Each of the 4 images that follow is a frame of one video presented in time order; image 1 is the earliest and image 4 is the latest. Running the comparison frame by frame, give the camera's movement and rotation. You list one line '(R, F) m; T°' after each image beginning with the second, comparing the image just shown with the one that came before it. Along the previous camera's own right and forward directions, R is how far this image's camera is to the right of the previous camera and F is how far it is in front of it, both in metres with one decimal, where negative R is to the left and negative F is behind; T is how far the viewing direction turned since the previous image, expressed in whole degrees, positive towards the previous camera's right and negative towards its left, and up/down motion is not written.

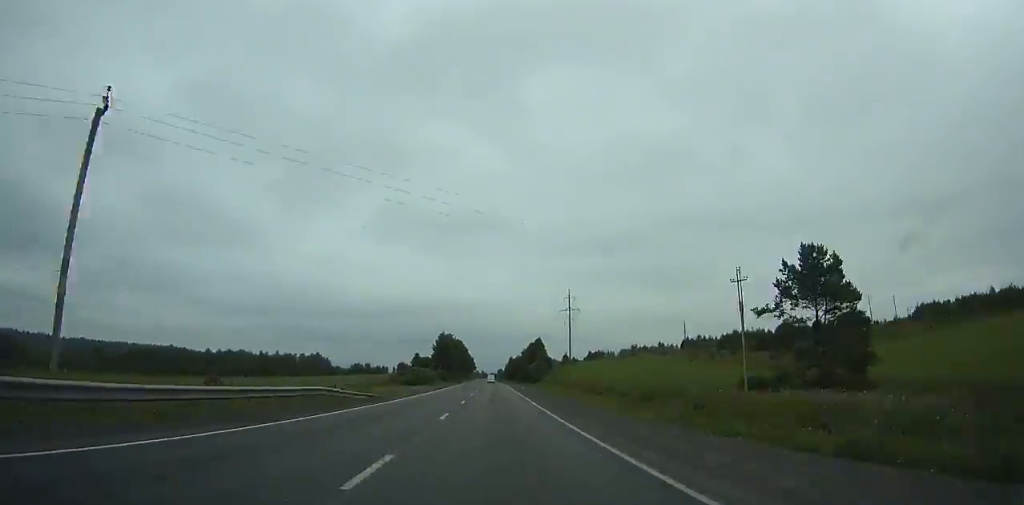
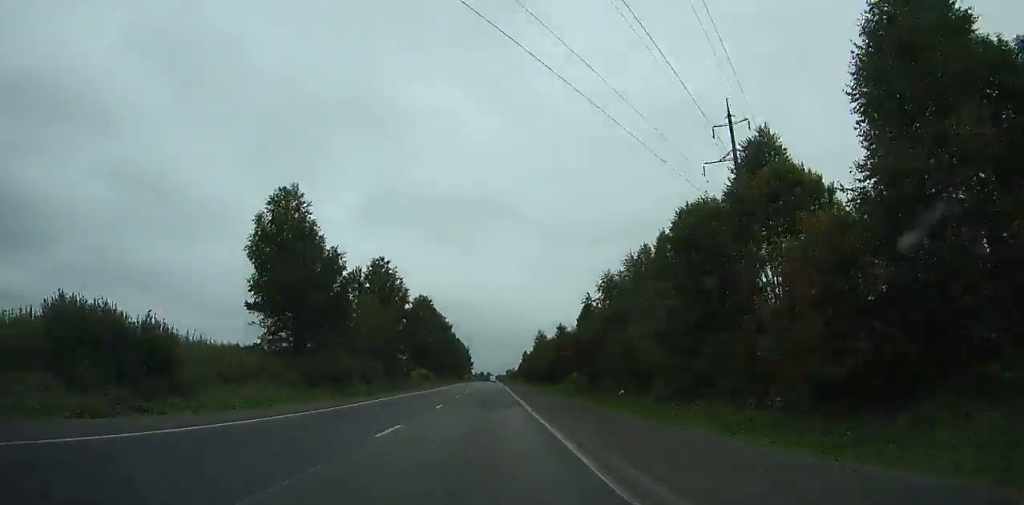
(+1.4, +136.0) m; 0°
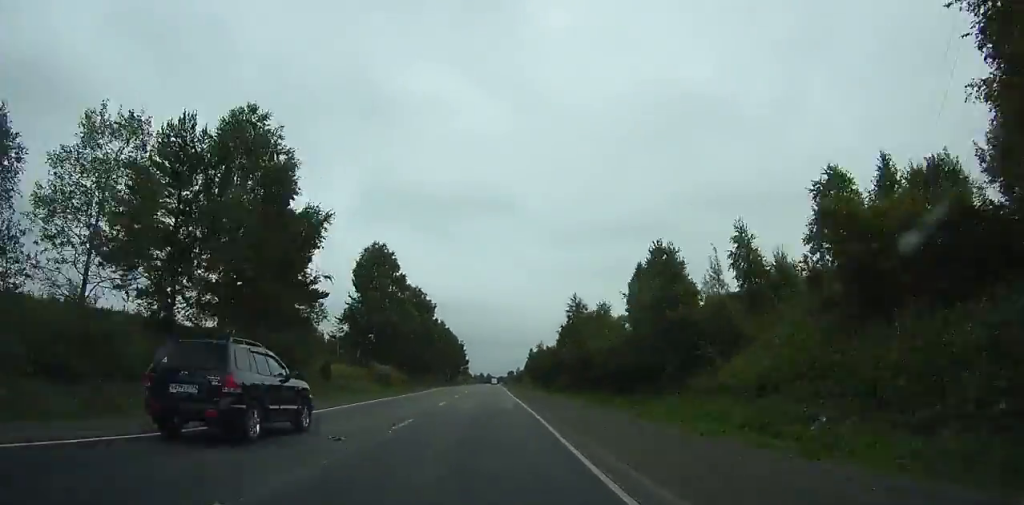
(0.0, +44.3) m; 0°
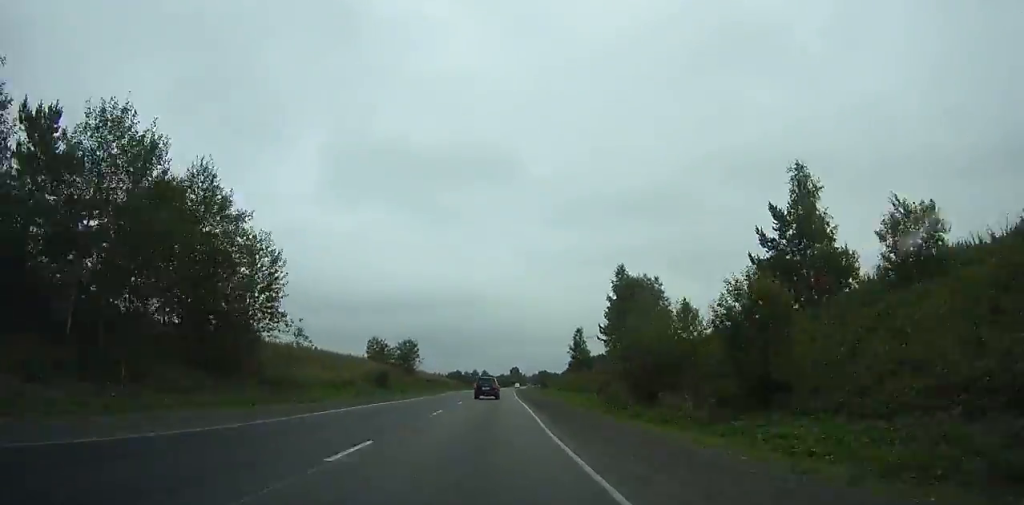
(-0.2, +178.4) m; 0°
